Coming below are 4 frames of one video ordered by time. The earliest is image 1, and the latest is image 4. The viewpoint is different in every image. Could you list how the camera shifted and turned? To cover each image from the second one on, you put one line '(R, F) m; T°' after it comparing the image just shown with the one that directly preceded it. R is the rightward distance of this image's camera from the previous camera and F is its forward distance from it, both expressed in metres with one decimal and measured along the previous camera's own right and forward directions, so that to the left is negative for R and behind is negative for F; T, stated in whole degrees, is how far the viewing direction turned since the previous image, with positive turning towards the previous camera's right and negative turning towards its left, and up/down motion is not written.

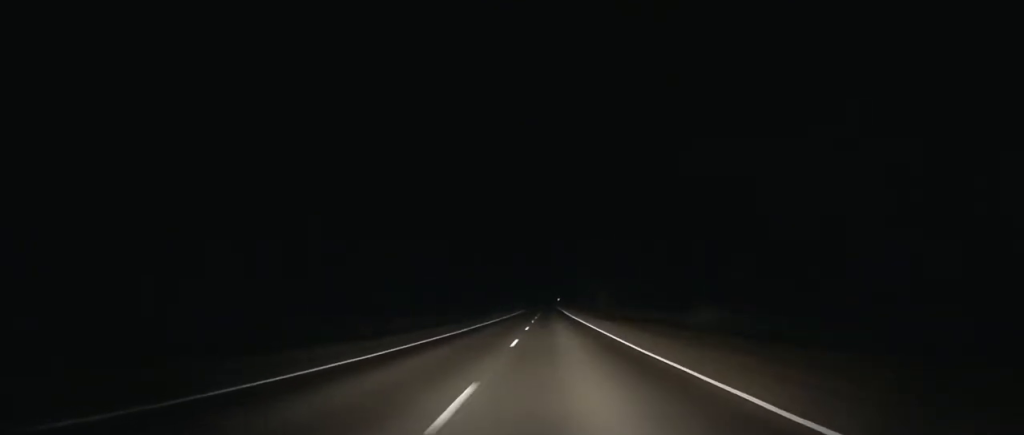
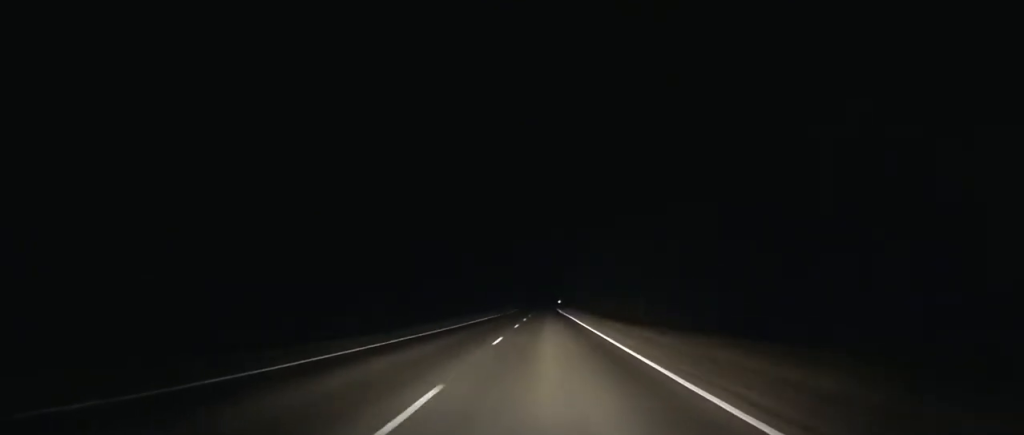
(+0.5, +145.7) m; 0°
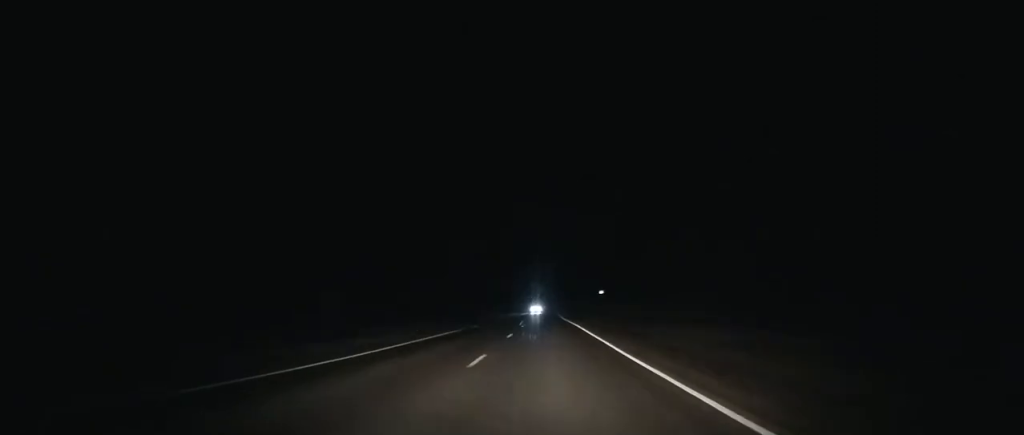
(-0.1, +252.2) m; 0°
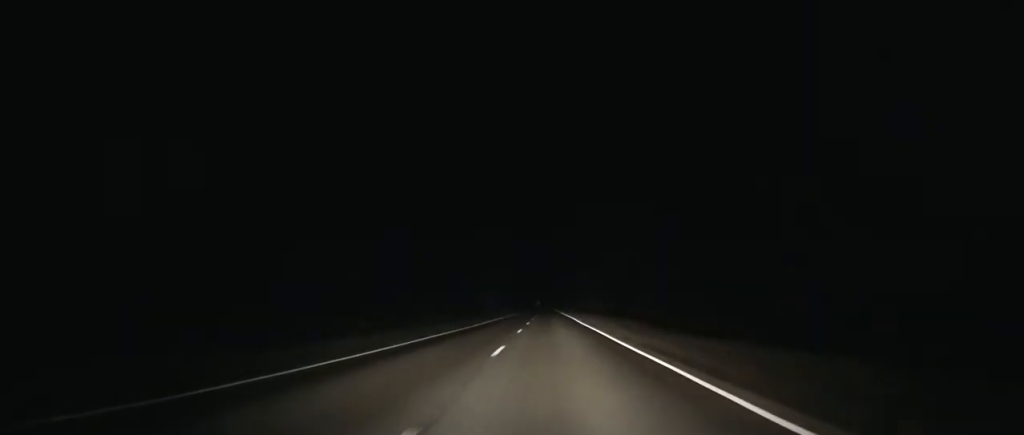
(+0.2, +167.3) m; 0°
